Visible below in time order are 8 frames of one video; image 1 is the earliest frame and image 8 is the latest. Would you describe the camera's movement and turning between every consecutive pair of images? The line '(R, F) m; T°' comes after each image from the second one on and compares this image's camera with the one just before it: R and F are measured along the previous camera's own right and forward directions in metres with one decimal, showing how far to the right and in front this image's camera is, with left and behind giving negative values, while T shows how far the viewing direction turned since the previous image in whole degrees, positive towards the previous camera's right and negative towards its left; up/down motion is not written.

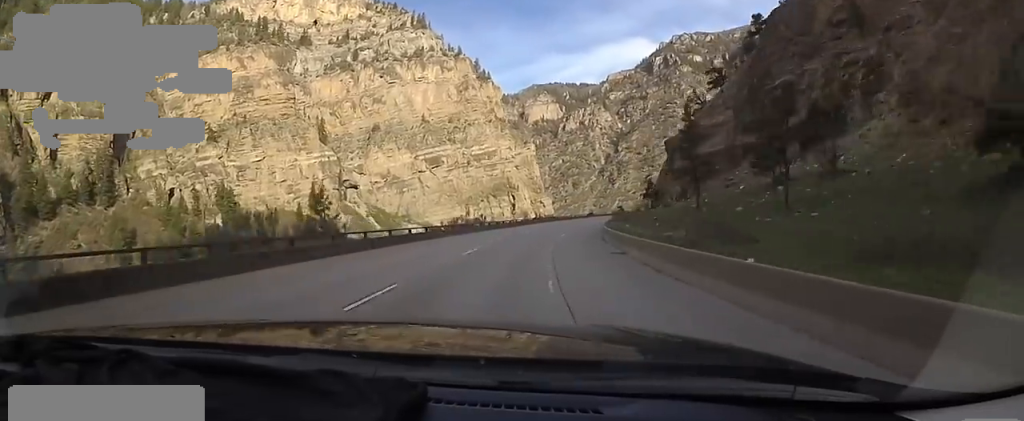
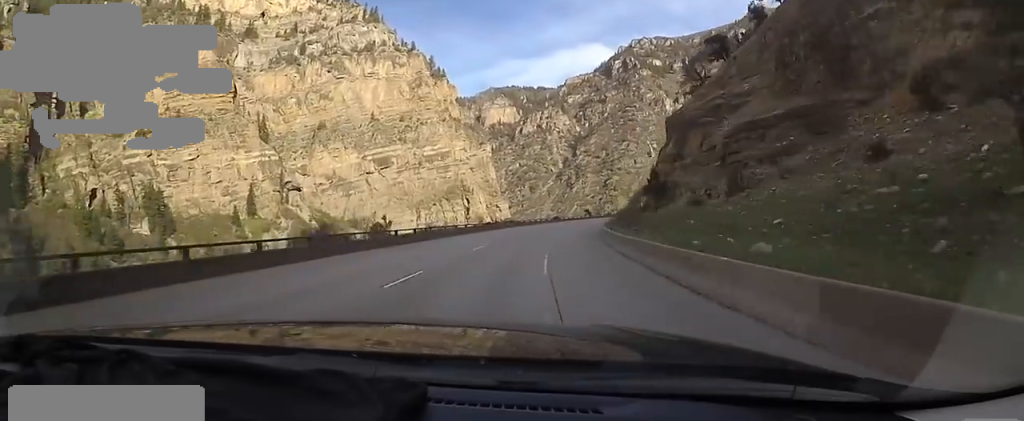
(+1.6, +22.1) m; +4°
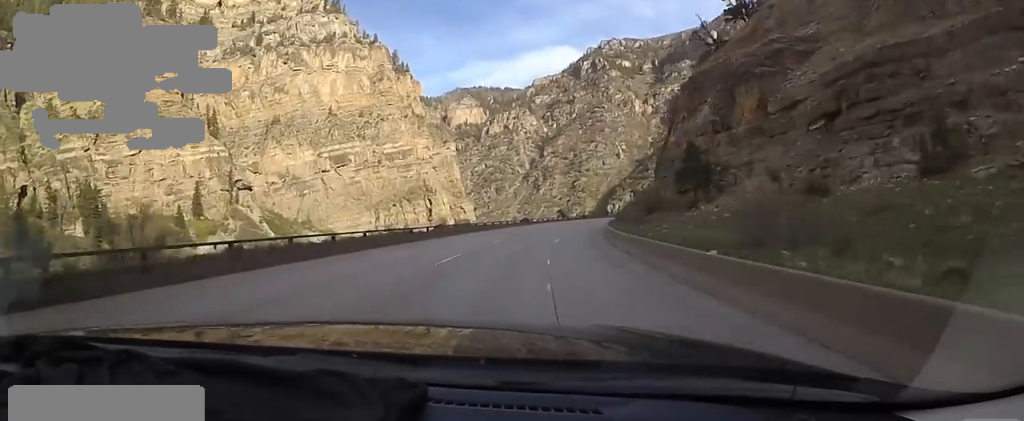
(+0.3, +18.6) m; +2°
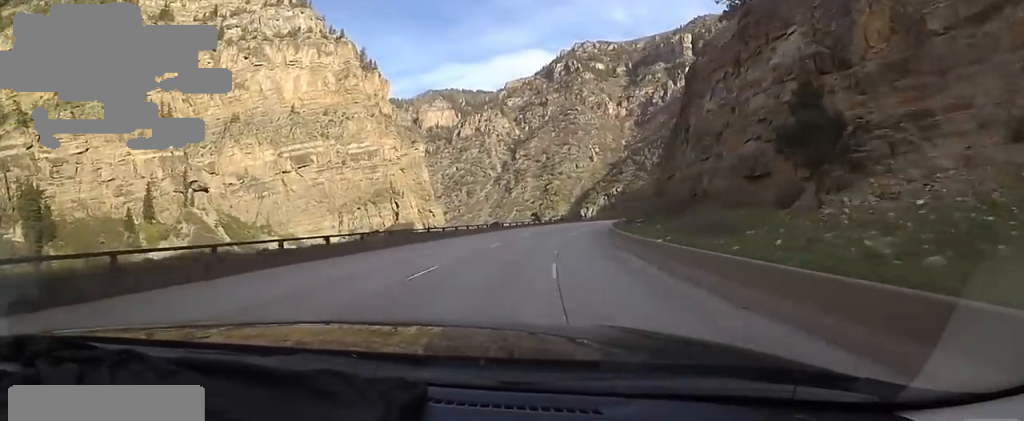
(0.0, +15.2) m; +2°
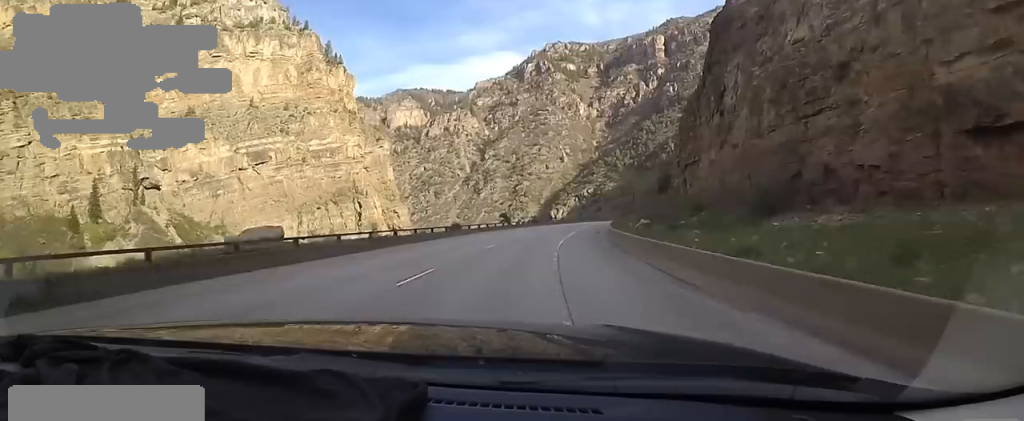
(+0.1, +13.3) m; +4°
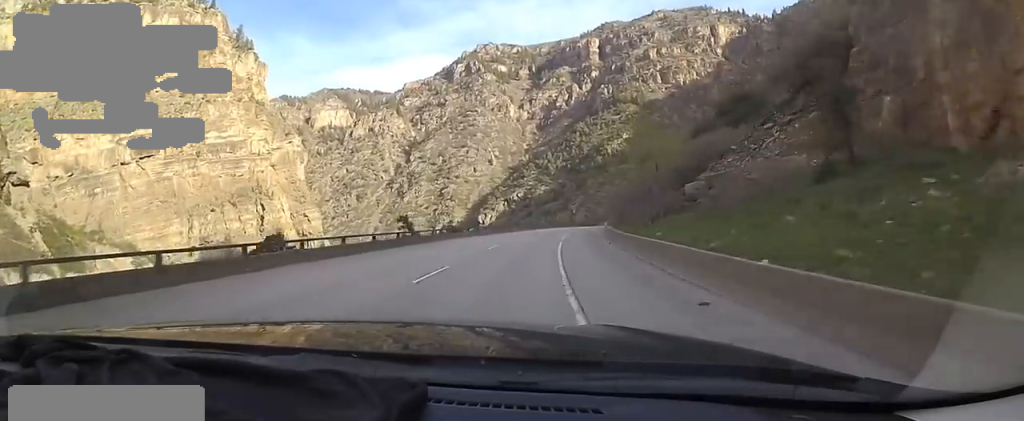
(+3.3, +33.3) m; +11°
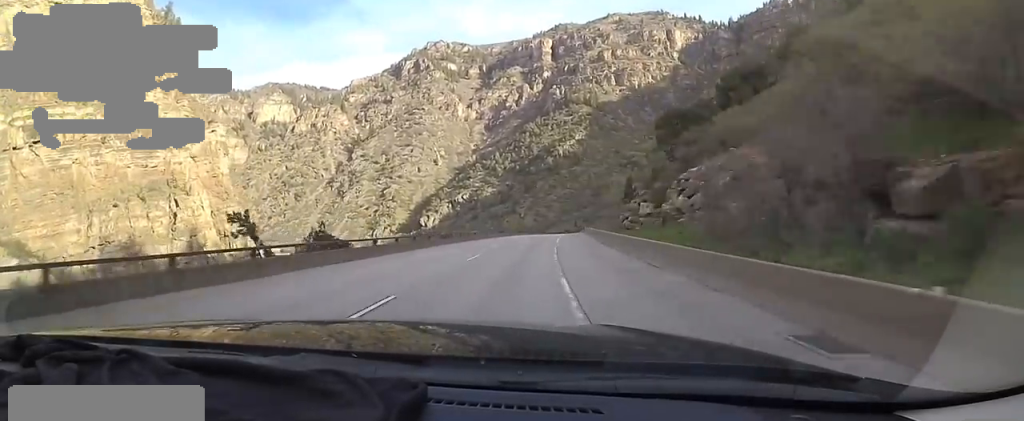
(+2.2, +28.8) m; +9°
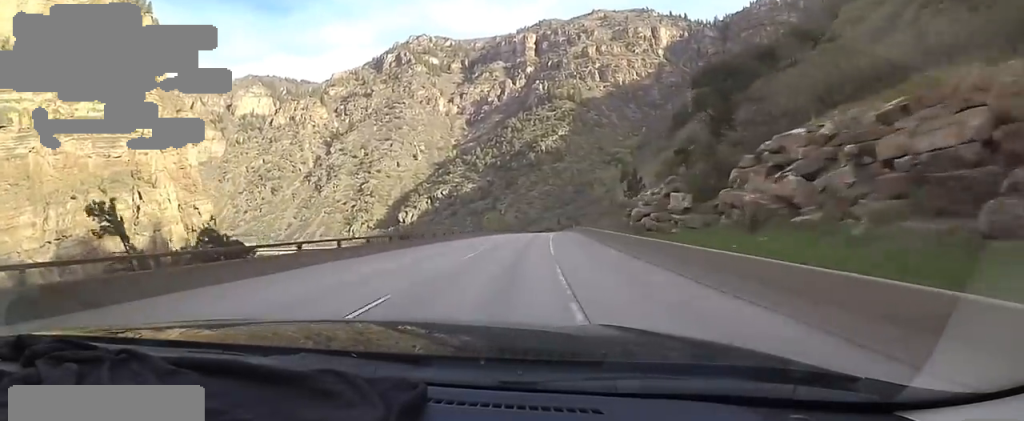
(+0.4, +11.8) m; +3°
